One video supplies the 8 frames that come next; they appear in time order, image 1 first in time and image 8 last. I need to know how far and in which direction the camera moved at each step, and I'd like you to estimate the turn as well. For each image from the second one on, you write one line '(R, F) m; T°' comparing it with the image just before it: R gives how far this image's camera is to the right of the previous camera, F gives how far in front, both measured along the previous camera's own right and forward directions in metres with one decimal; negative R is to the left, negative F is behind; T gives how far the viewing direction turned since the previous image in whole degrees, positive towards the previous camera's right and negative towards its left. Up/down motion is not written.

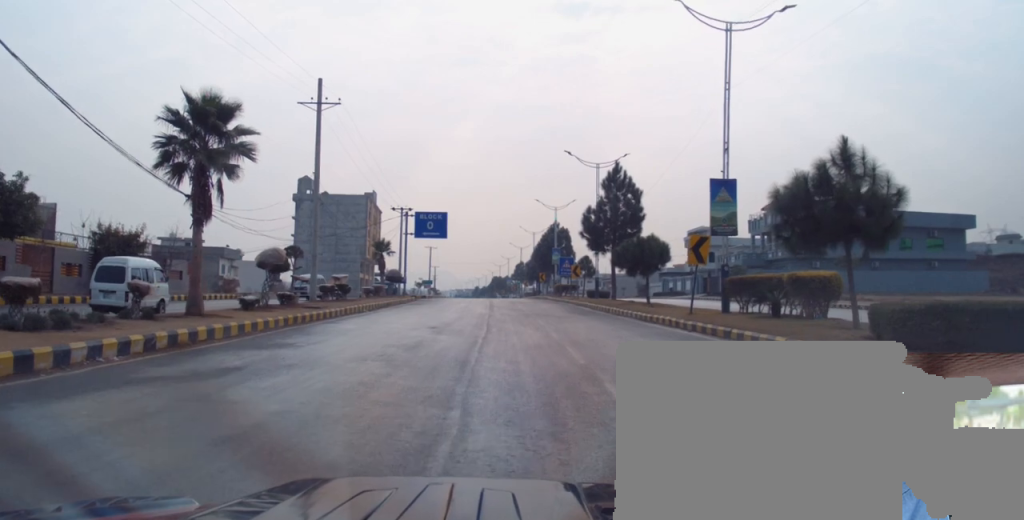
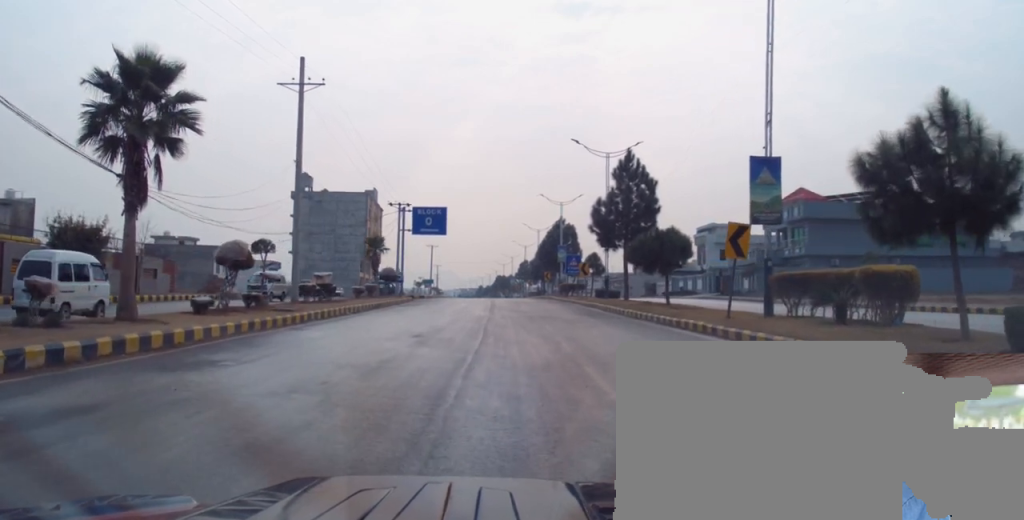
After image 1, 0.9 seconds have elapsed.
(0.0, +3.9) m; 0°
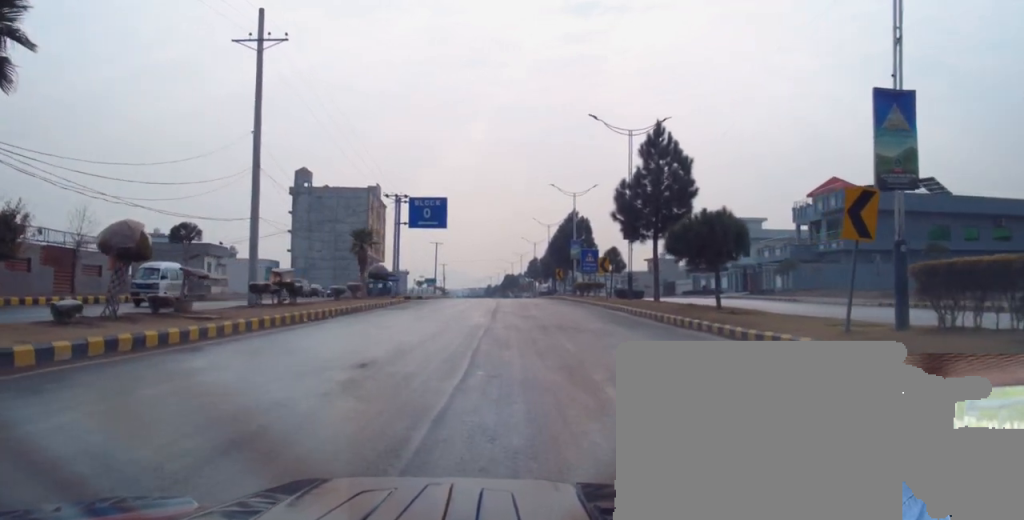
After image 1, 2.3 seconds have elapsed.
(-0.2, +6.9) m; -1°
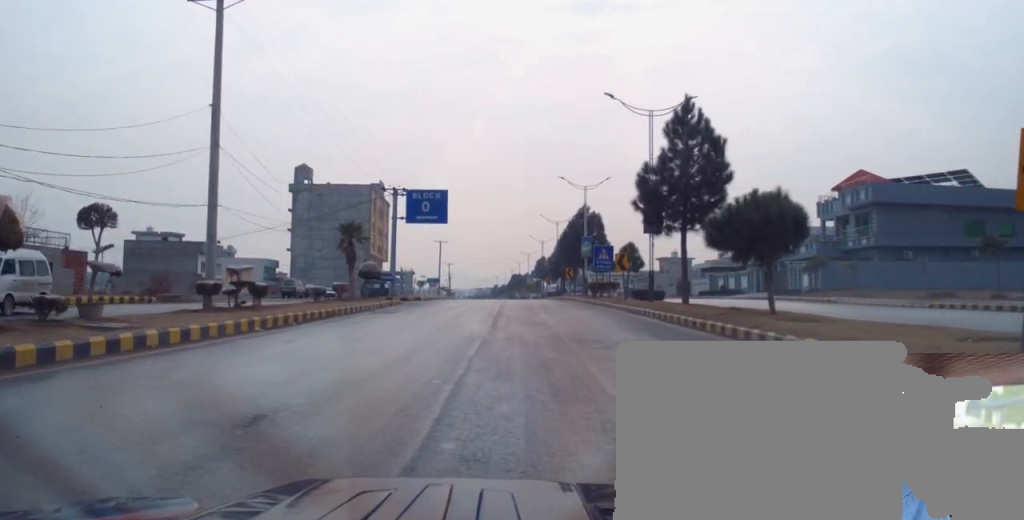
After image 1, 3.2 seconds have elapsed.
(0.0, +4.7) m; 0°
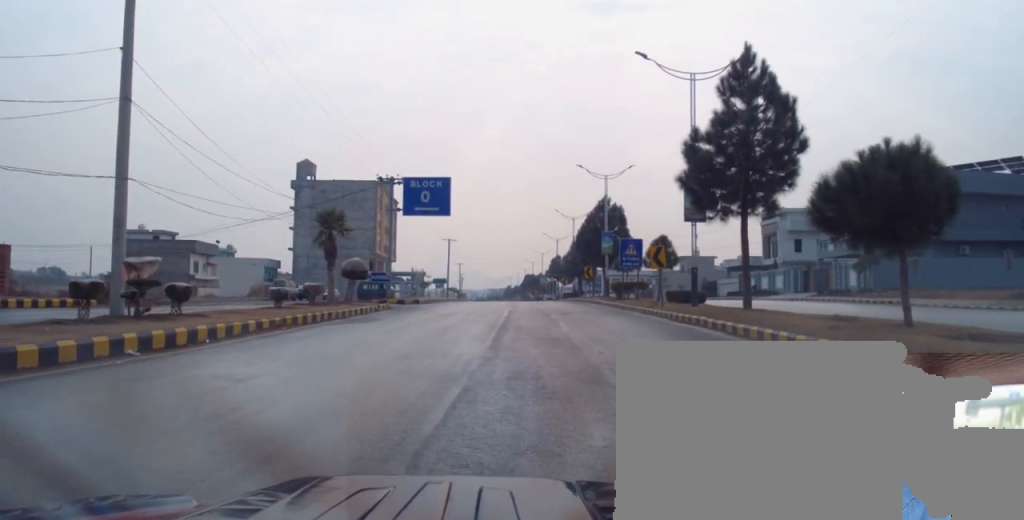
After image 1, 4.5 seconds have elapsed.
(-0.1, +6.6) m; -4°
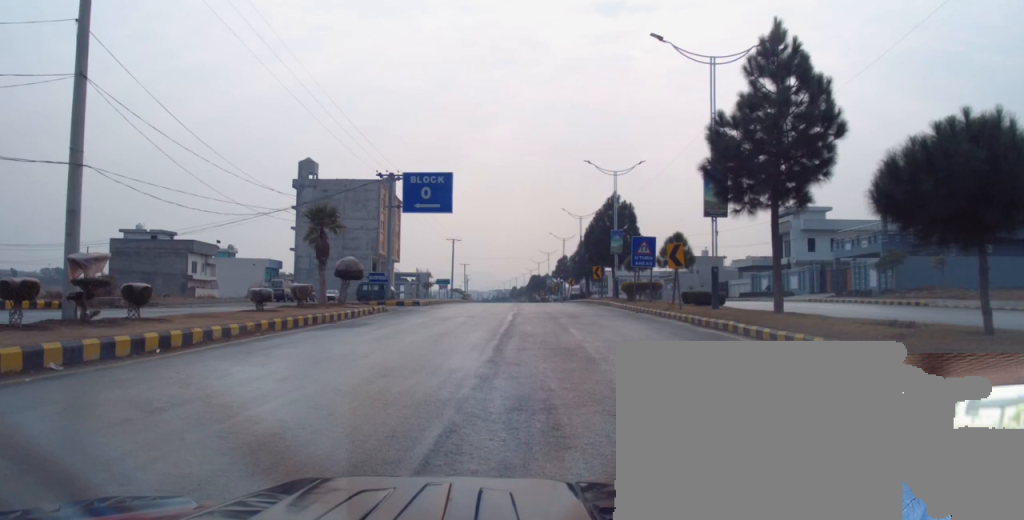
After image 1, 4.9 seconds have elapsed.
(-0.1, +2.4) m; -1°
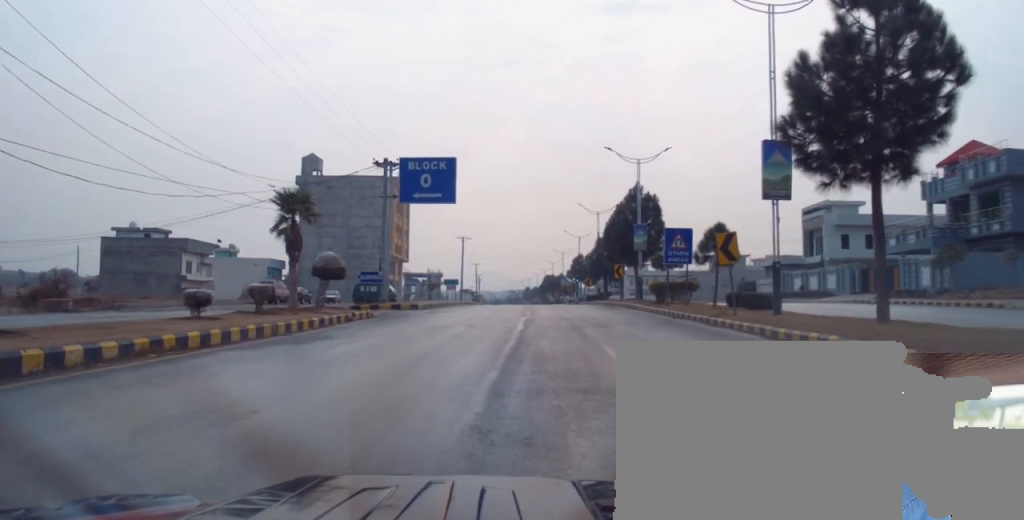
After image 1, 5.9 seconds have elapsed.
(-0.1, +5.6) m; -1°
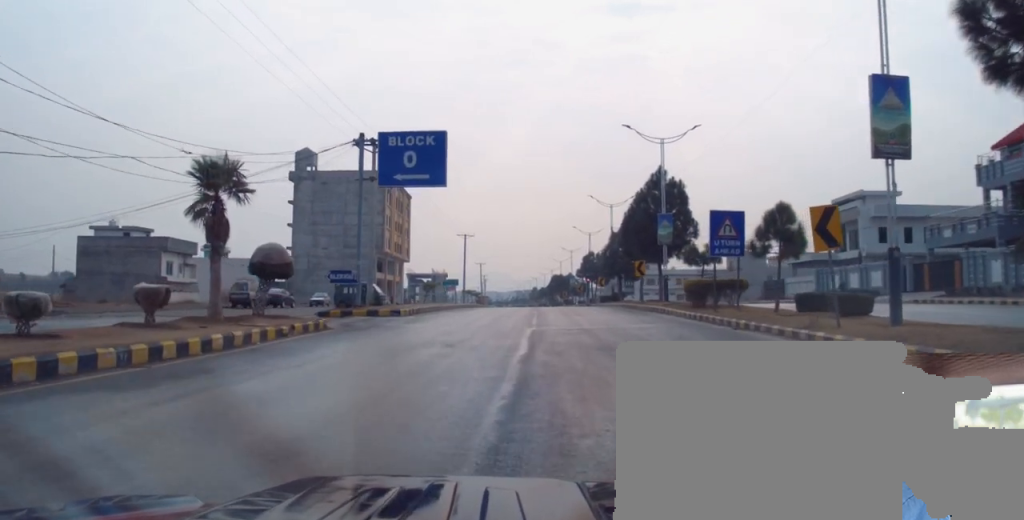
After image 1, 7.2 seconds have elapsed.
(0.0, +7.0) m; 0°
